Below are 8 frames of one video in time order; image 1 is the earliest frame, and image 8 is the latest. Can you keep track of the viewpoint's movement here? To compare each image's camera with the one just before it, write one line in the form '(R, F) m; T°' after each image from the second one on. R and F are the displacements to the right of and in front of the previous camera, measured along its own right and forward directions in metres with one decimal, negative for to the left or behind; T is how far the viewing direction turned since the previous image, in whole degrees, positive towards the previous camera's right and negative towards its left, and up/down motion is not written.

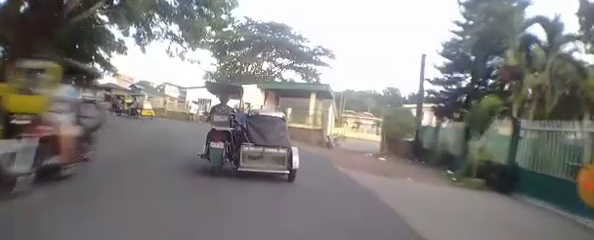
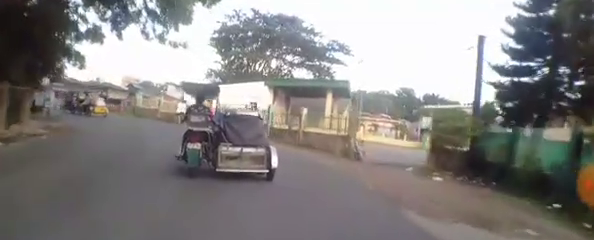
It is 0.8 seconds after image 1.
(-0.2, +4.5) m; -10°
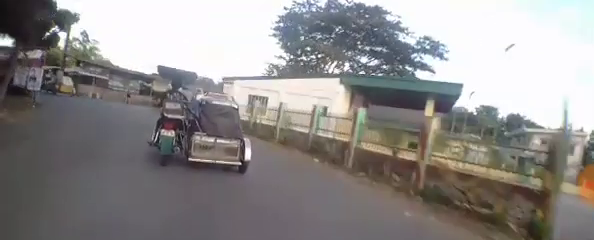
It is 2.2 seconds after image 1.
(-1.4, +7.8) m; -16°
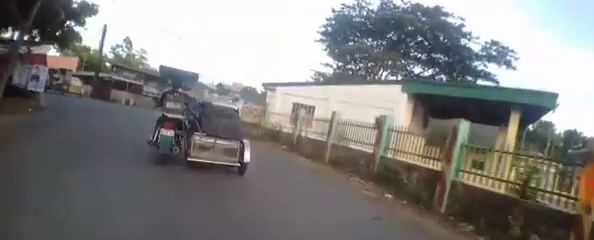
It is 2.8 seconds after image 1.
(0.0, +3.3) m; -5°
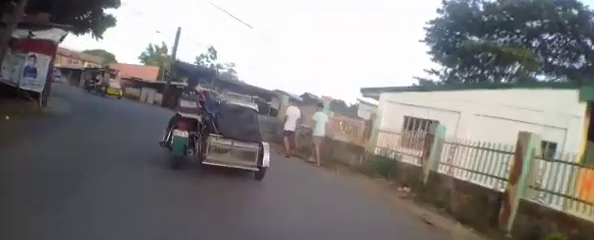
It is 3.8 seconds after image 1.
(-0.5, +5.6) m; -11°
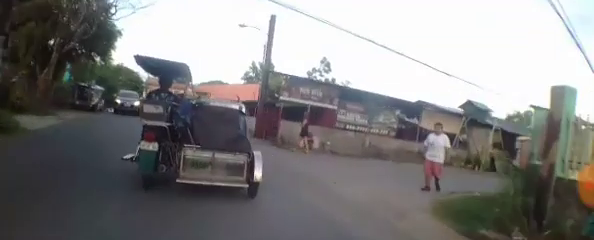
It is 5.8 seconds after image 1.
(-2.0, +10.1) m; -18°
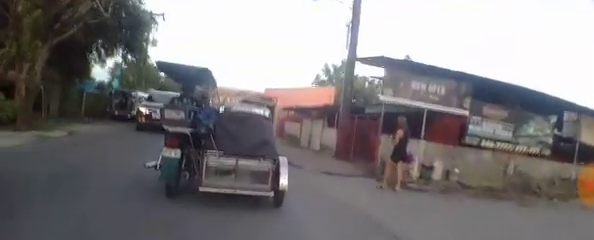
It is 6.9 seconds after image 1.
(-0.1, +6.0) m; -8°
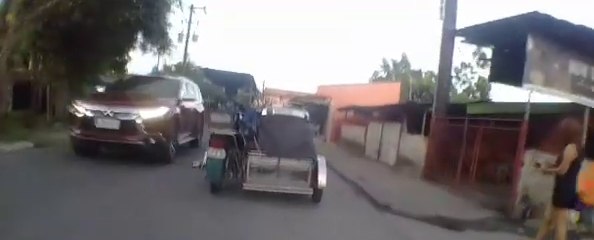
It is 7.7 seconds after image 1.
(-0.5, +3.9) m; -2°
